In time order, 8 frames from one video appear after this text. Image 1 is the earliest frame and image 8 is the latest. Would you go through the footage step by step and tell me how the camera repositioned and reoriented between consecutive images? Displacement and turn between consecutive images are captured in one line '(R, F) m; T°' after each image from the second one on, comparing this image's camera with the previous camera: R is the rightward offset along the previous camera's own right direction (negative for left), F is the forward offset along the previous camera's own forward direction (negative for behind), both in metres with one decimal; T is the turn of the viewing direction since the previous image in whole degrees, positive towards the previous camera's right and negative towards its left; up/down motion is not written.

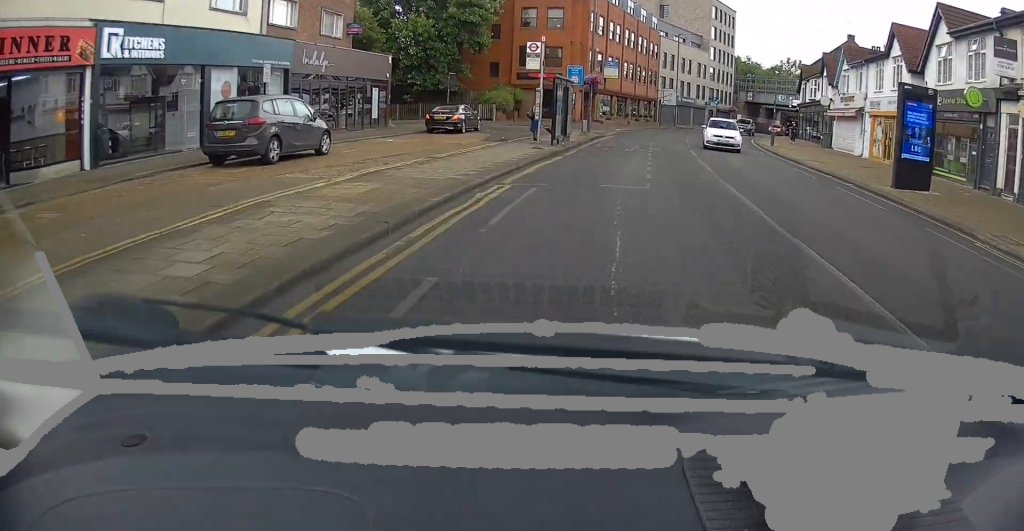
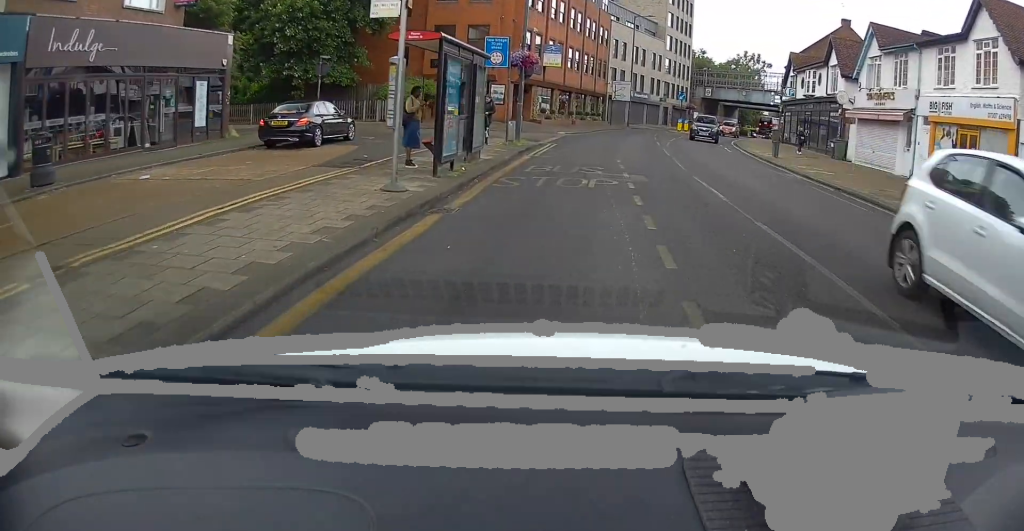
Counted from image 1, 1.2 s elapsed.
(+0.6, +11.9) m; +5°
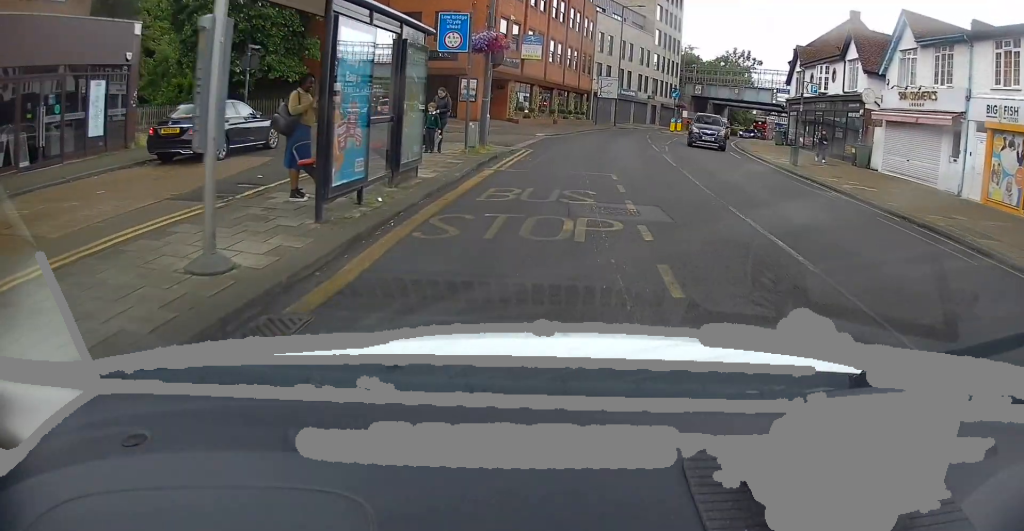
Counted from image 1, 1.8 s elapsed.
(0.0, +5.2) m; +2°
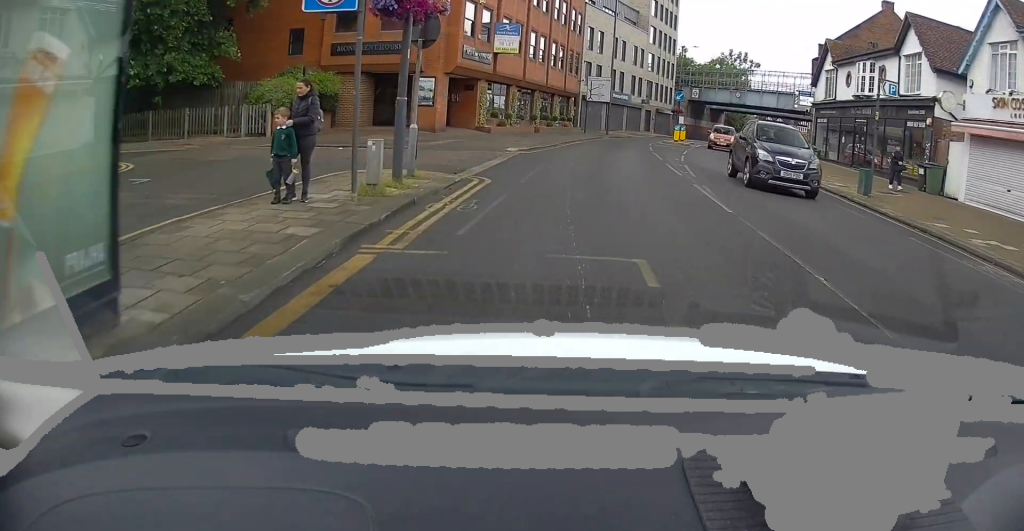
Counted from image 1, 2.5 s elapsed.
(+0.2, +7.5) m; +2°
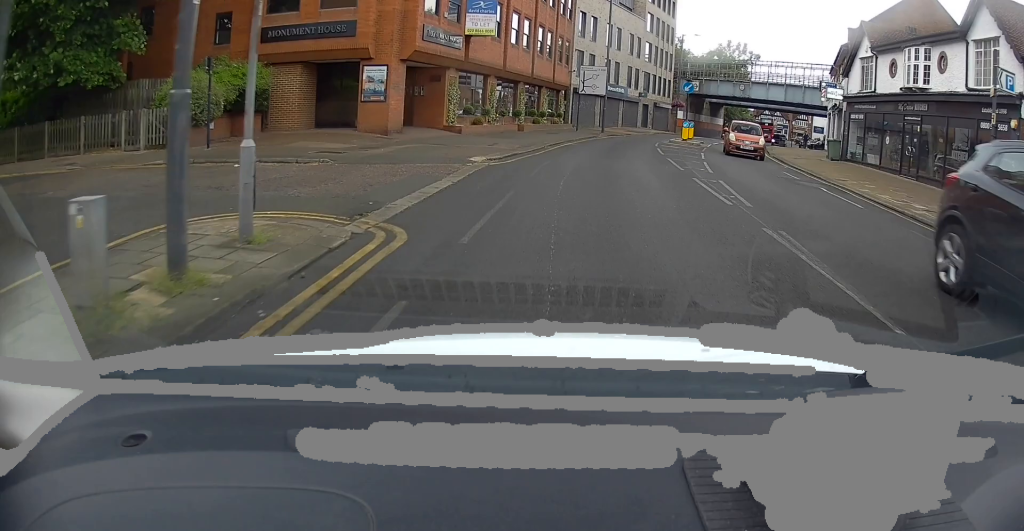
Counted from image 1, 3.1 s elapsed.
(+0.1, +6.3) m; +1°
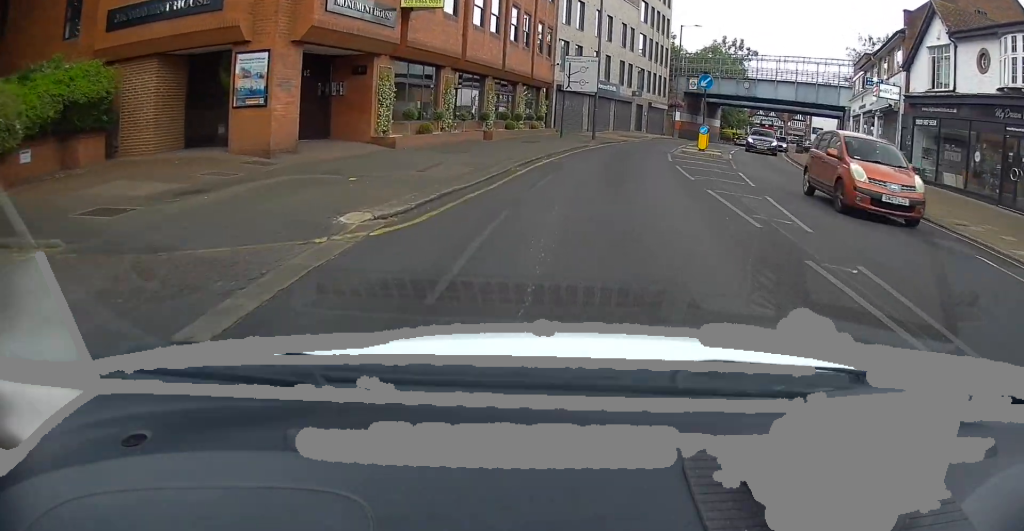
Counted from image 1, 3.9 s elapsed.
(0.0, +7.9) m; +2°
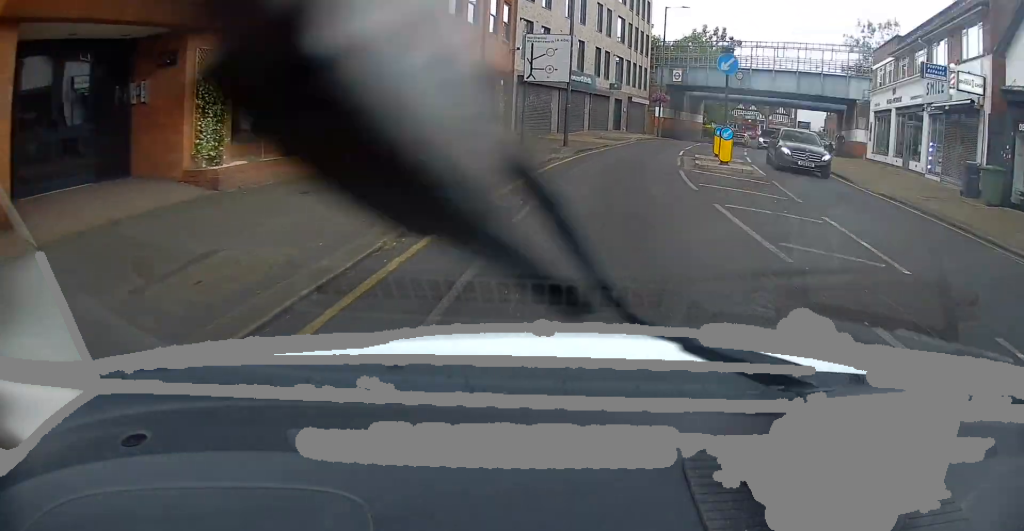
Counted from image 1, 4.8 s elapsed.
(+0.3, +8.7) m; +2°
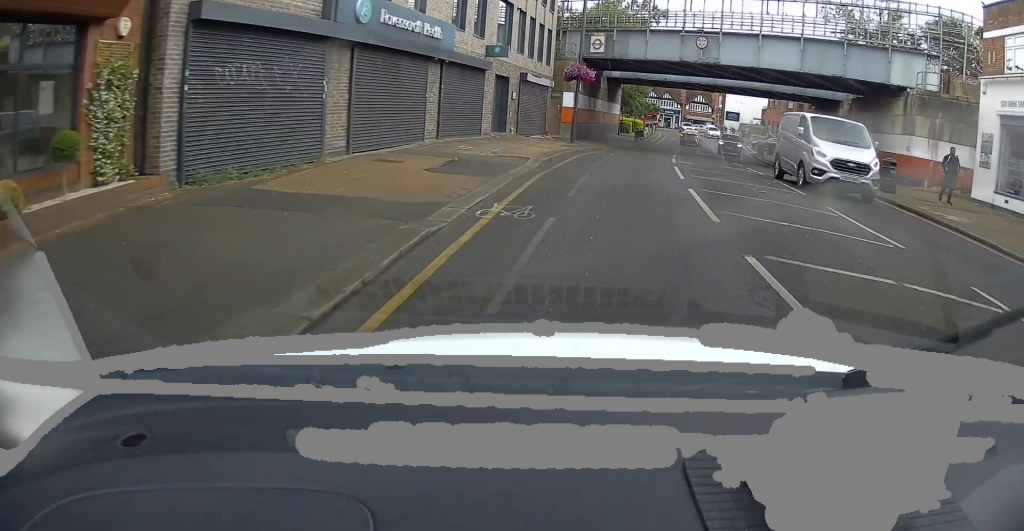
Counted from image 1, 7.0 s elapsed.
(+0.9, +21.5) m; +8°
